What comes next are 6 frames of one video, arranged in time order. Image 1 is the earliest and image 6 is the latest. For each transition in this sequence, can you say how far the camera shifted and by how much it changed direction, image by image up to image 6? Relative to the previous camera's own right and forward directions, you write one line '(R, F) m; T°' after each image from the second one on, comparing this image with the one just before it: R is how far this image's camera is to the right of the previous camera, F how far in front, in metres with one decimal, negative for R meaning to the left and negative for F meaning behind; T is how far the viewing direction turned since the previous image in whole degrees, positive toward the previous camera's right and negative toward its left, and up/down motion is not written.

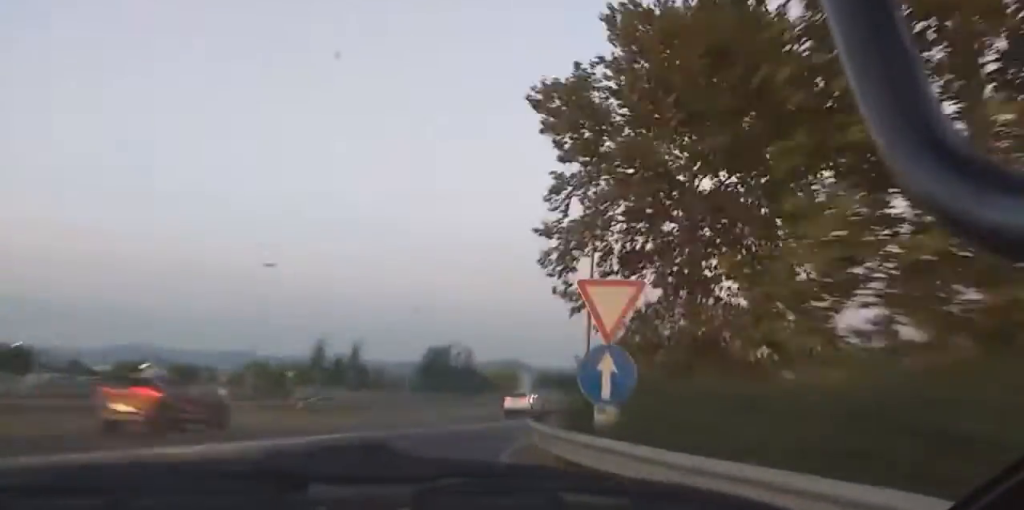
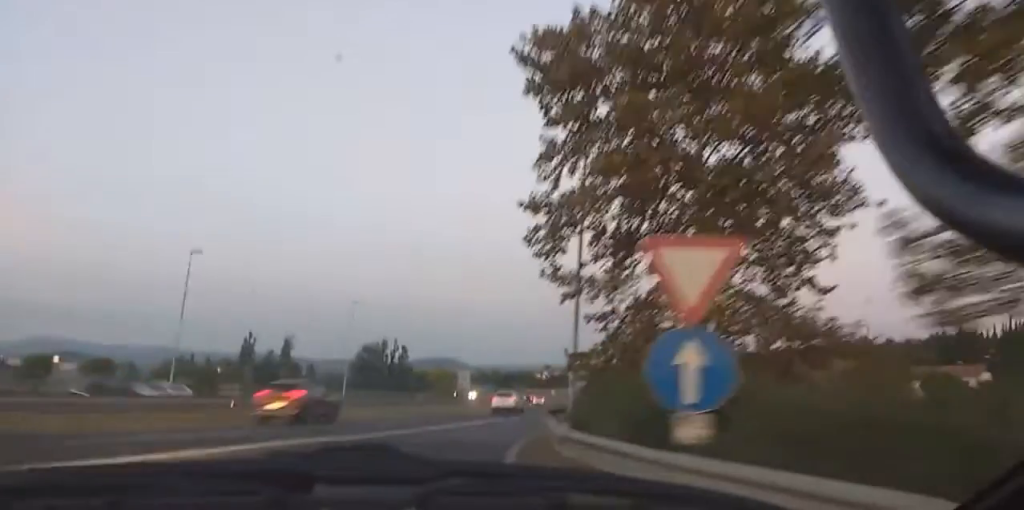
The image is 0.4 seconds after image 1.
(+0.3, +3.6) m; +4°
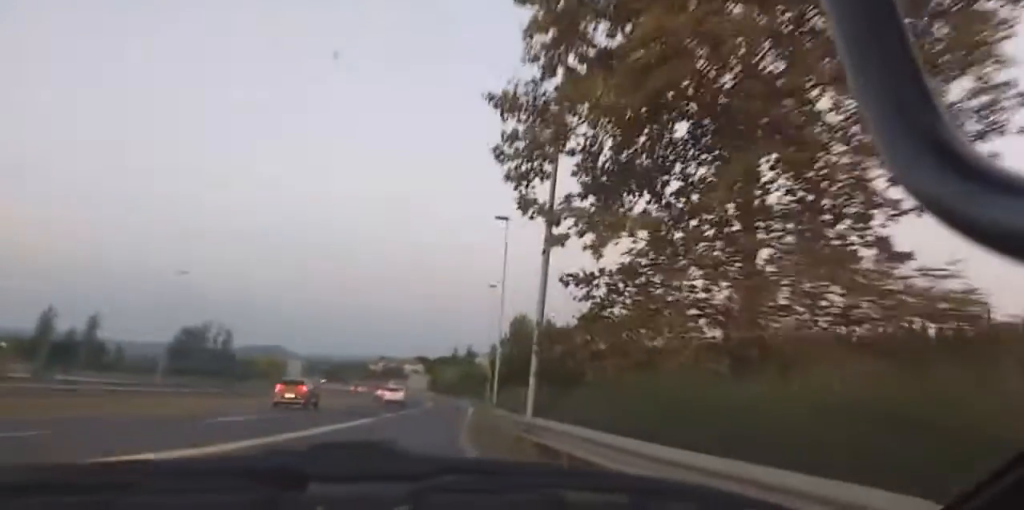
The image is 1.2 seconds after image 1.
(+0.1, +8.2) m; +9°
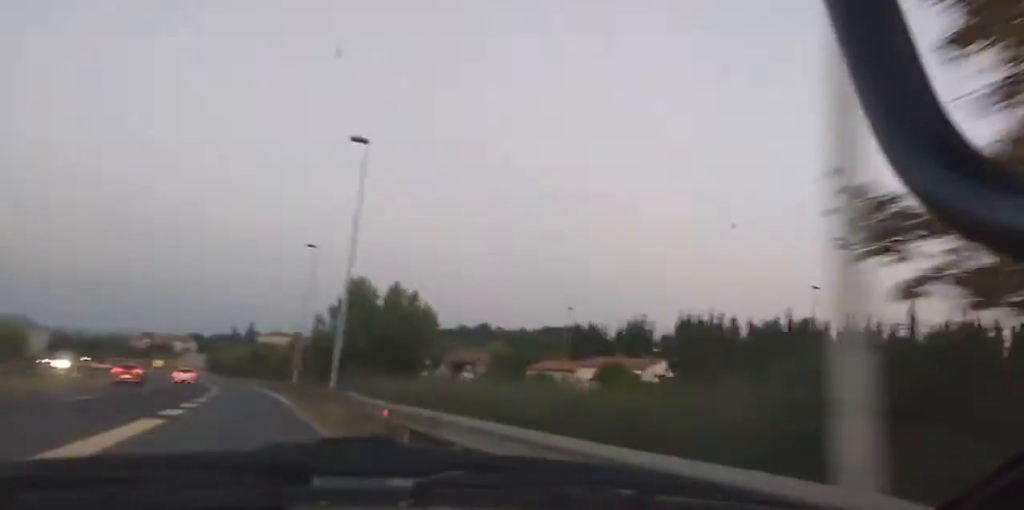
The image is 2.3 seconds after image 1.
(+1.8, +11.7) m; +16°
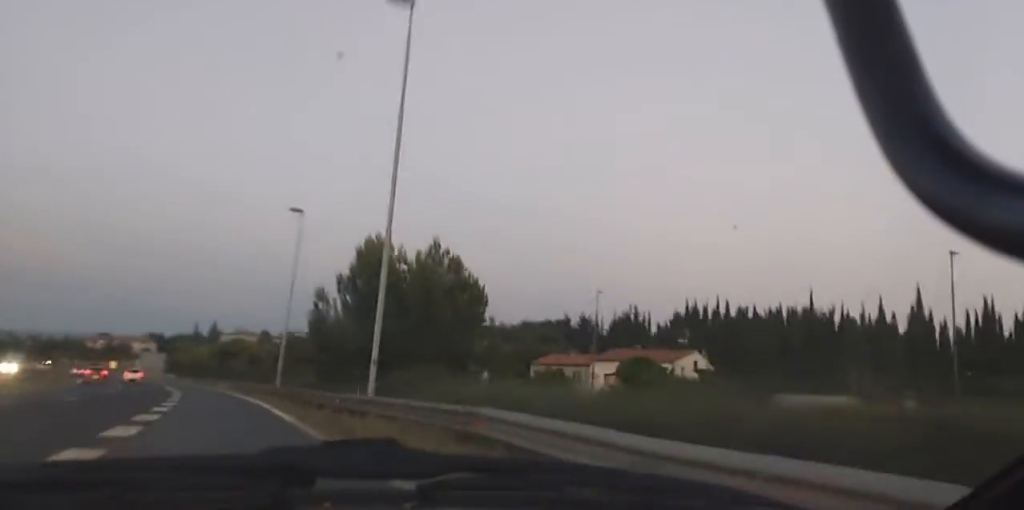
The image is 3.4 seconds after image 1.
(+1.4, +13.0) m; +3°
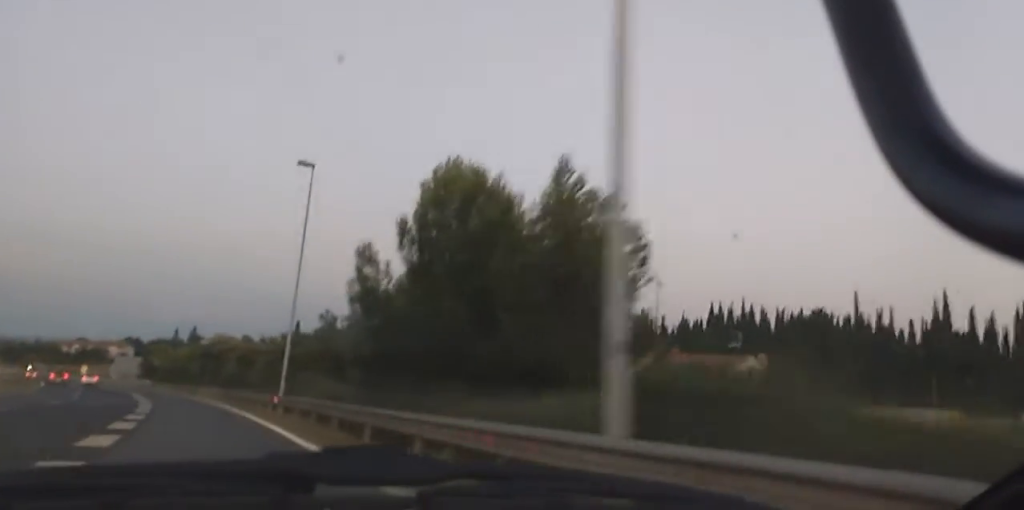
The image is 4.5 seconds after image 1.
(-0.9, +13.3) m; 0°
